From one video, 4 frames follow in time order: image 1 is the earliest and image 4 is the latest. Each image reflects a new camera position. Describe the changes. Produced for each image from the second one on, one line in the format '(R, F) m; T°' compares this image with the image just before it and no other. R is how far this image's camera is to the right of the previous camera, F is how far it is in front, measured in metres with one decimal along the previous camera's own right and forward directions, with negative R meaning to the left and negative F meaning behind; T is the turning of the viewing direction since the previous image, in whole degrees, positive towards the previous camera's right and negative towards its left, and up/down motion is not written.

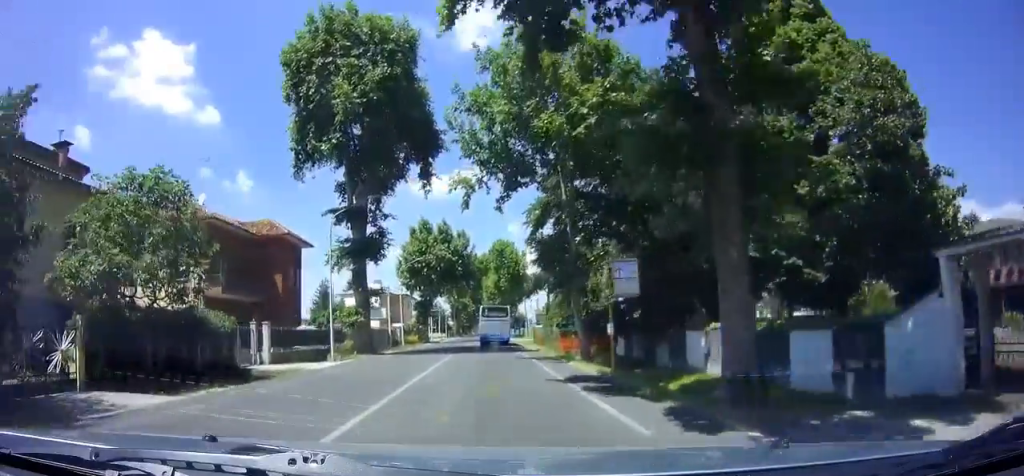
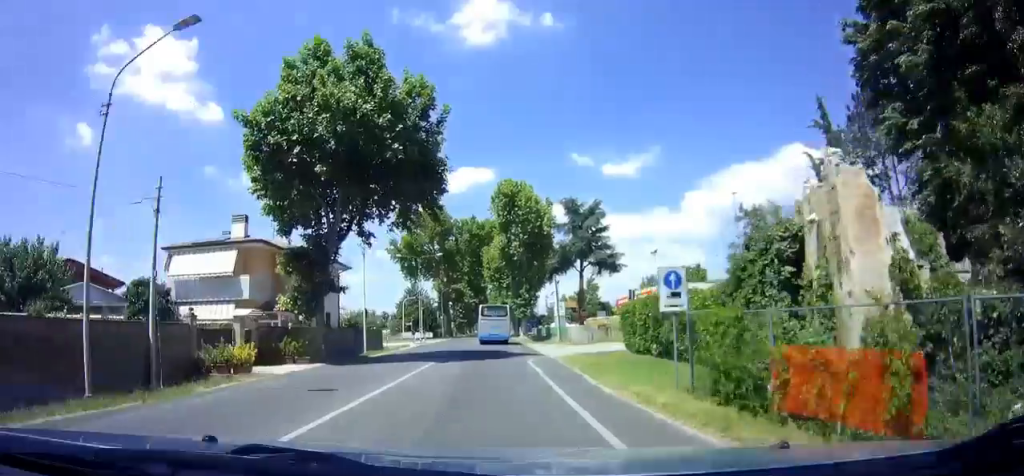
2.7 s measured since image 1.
(-0.1, +41.9) m; -1°
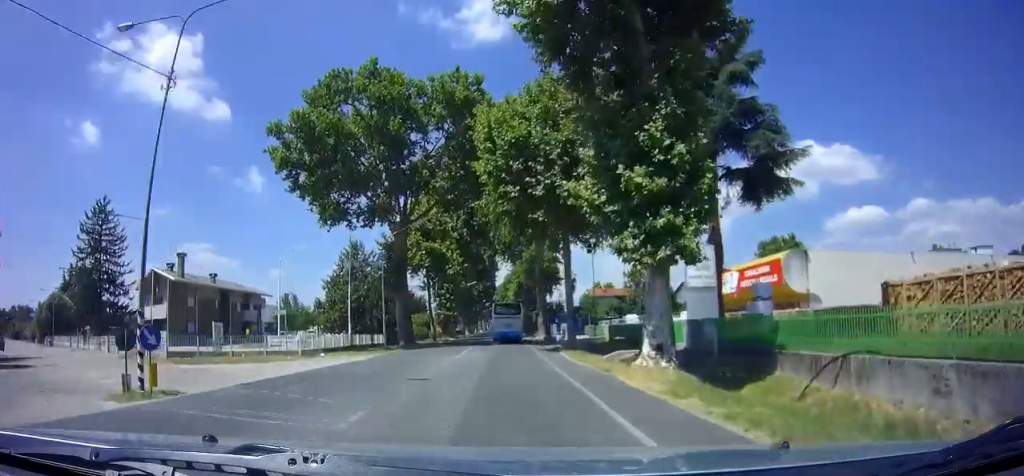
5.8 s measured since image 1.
(-0.5, +50.0) m; 0°
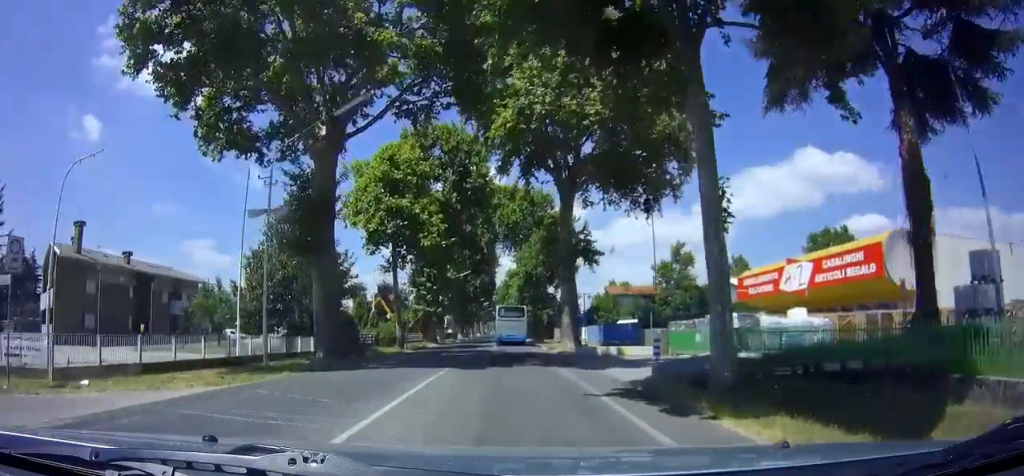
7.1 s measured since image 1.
(+0.1, +19.7) m; 0°
